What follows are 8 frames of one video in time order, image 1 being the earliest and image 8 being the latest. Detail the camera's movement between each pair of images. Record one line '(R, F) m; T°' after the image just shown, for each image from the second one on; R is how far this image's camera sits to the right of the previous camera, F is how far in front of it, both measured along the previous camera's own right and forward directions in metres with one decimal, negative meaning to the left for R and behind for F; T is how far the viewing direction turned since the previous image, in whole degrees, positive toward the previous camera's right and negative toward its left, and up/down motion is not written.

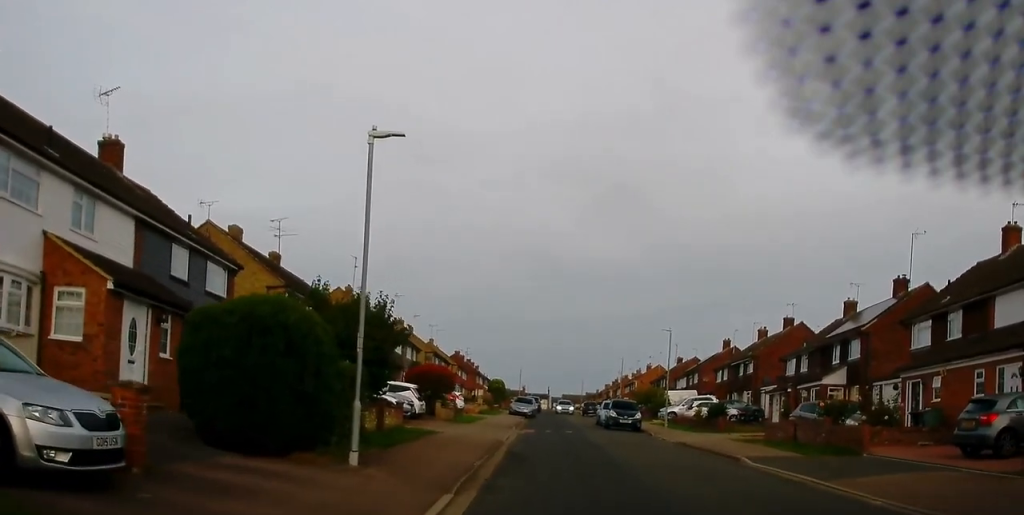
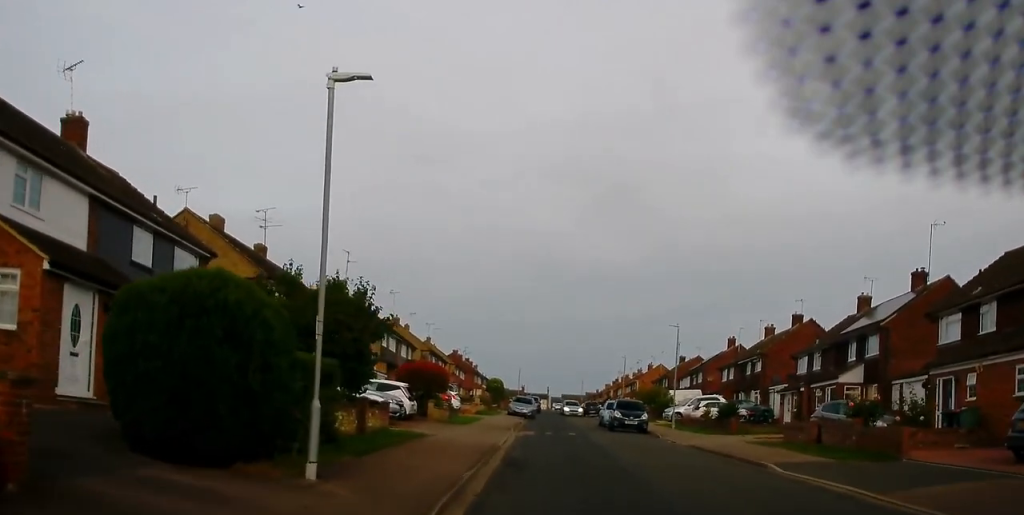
(0.0, +2.3) m; -2°
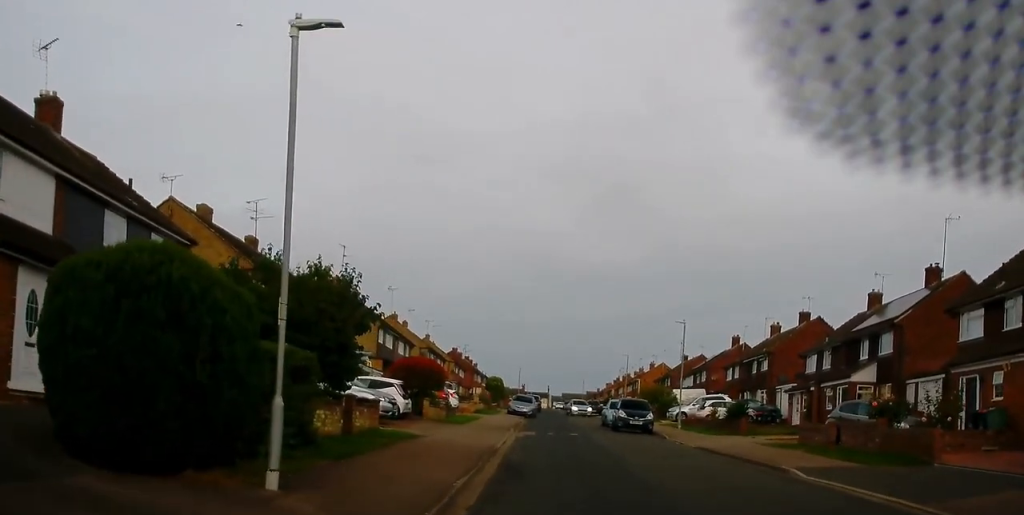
(0.0, +1.5) m; -3°
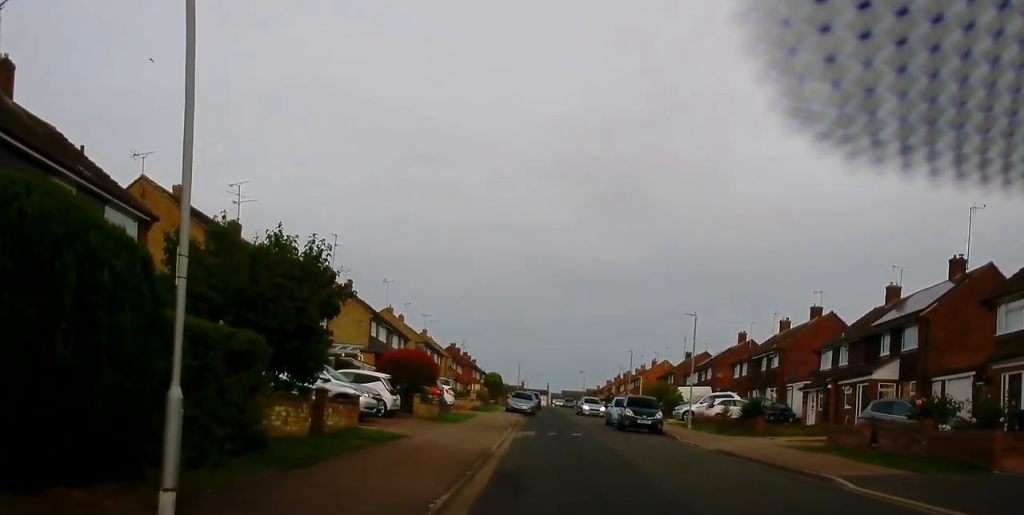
(-0.1, +2.5) m; -4°
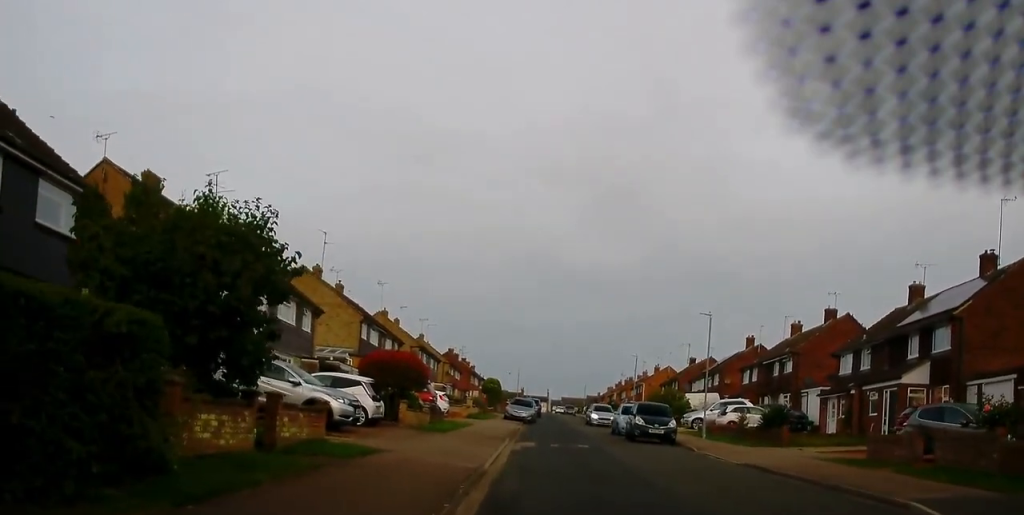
(-0.1, +2.8) m; 0°
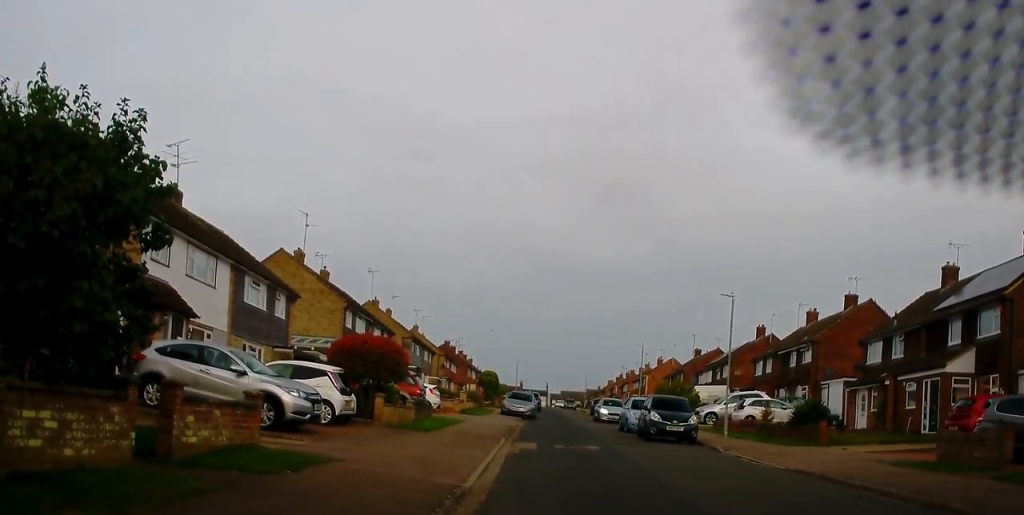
(+0.3, +3.0) m; +4°
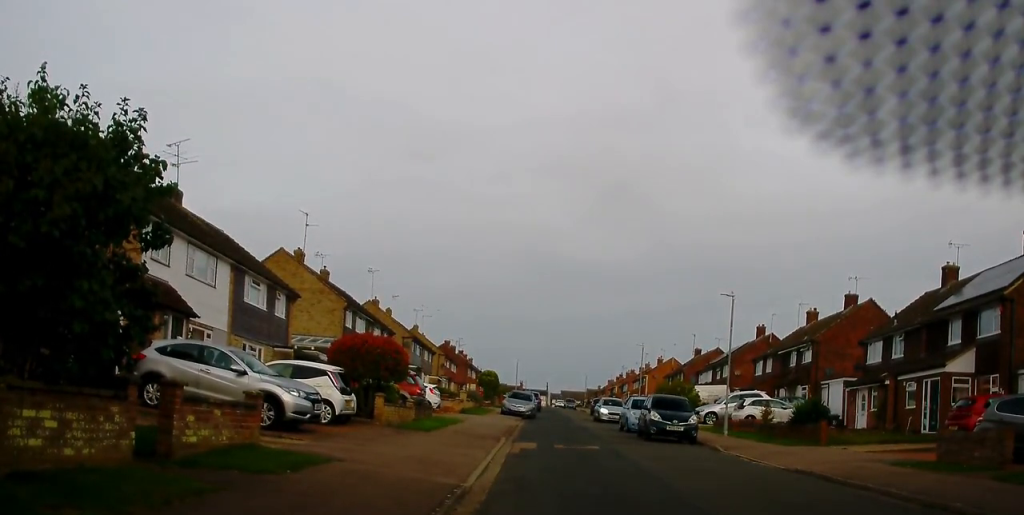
(0.0, 0.0) m; 0°
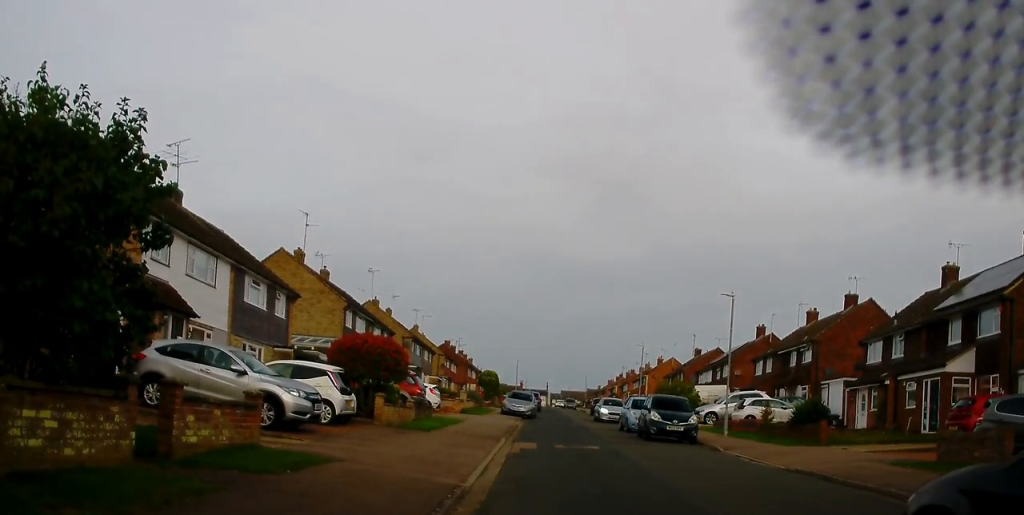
(0.0, 0.0) m; 0°
